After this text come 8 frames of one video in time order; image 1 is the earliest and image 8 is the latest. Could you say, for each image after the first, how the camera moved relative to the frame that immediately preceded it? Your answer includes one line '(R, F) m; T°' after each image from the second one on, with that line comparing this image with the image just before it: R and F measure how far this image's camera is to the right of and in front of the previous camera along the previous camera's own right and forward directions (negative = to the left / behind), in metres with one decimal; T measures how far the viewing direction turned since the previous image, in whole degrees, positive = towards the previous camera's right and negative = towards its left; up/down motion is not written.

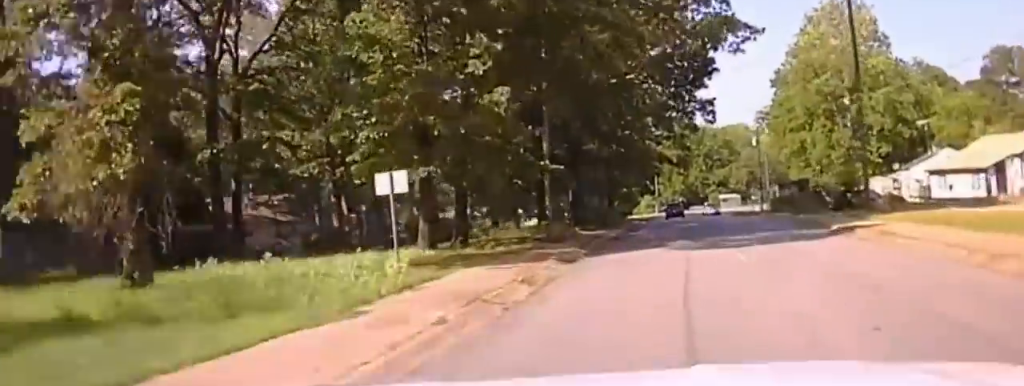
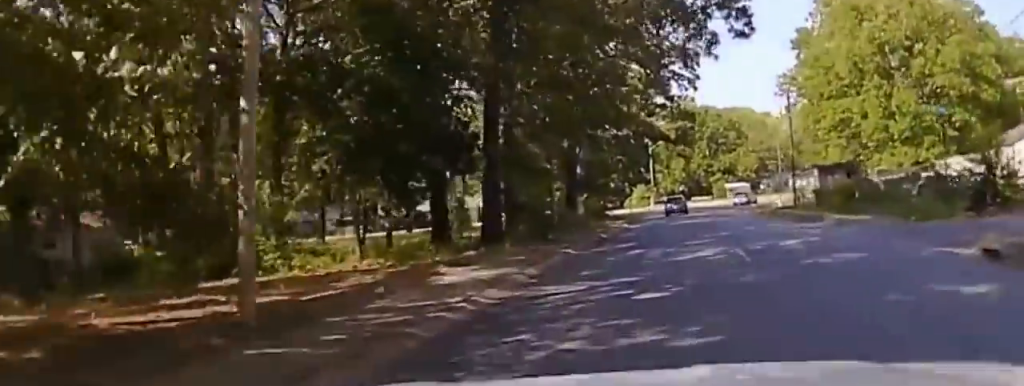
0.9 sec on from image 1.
(-0.1, +26.8) m; 0°
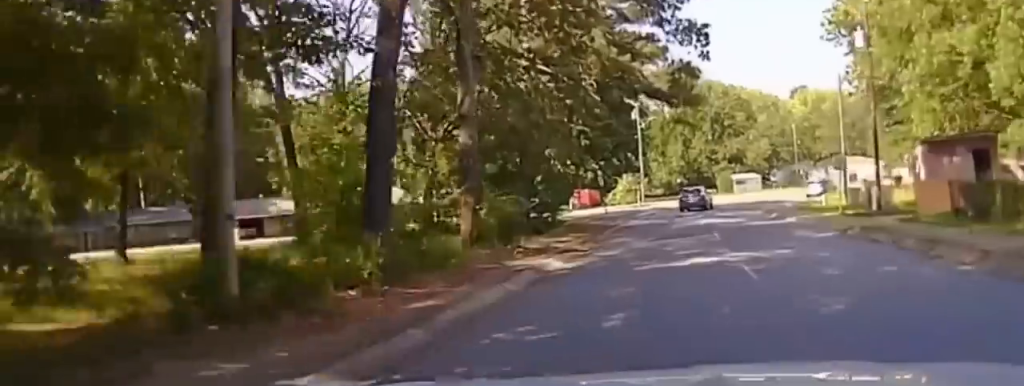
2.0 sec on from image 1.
(-0.1, +29.0) m; 0°
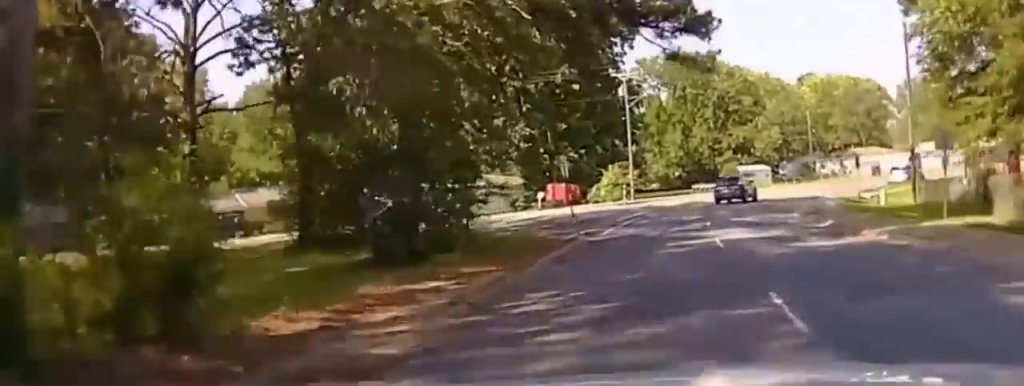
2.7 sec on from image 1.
(0.0, +16.8) m; +1°
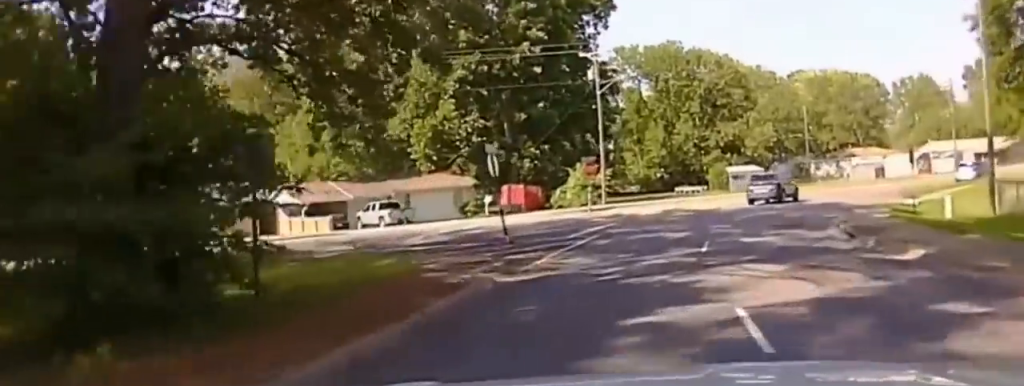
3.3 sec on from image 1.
(-0.1, +11.9) m; +1°
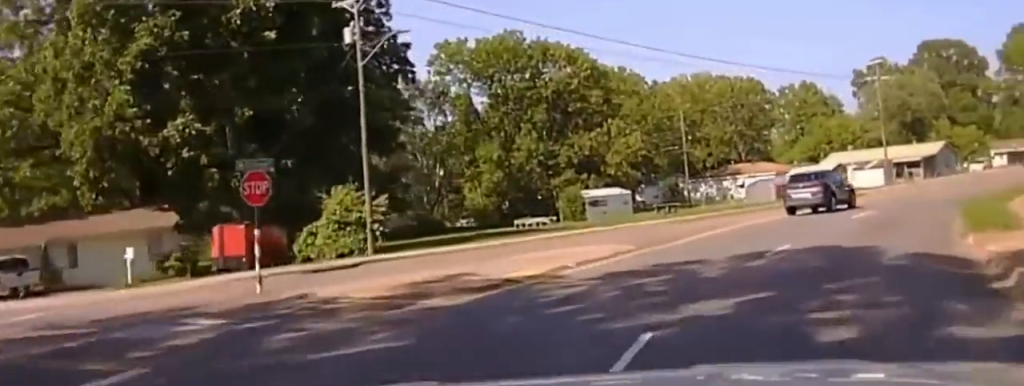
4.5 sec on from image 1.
(+1.1, +20.3) m; +9°
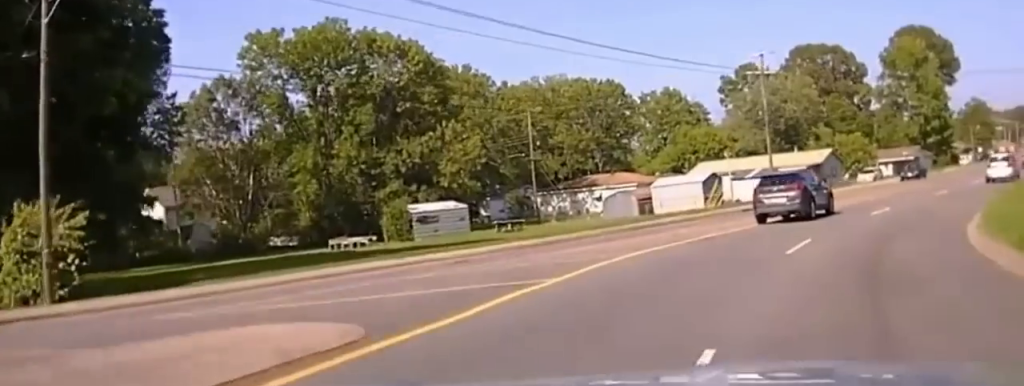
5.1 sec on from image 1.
(+0.2, +9.9) m; +8°
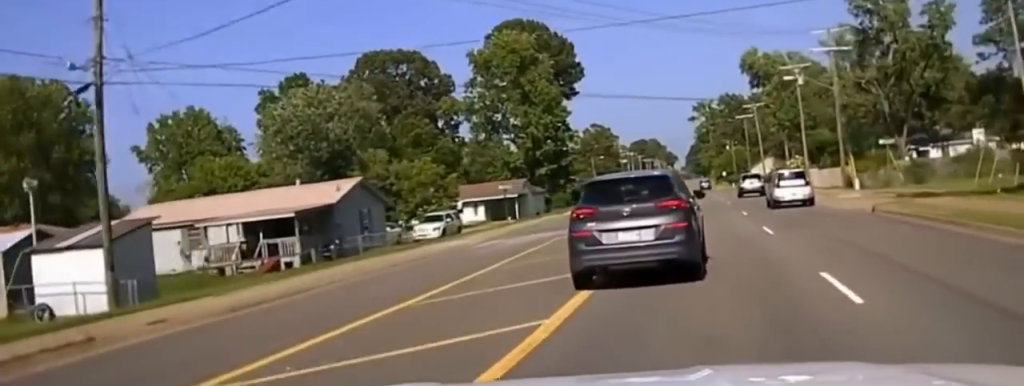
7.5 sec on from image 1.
(+13.6, +43.3) m; +25°
